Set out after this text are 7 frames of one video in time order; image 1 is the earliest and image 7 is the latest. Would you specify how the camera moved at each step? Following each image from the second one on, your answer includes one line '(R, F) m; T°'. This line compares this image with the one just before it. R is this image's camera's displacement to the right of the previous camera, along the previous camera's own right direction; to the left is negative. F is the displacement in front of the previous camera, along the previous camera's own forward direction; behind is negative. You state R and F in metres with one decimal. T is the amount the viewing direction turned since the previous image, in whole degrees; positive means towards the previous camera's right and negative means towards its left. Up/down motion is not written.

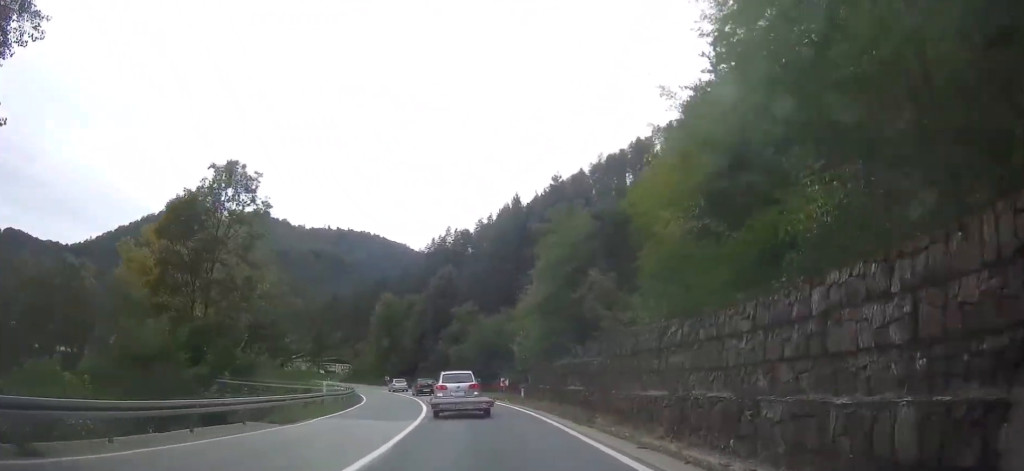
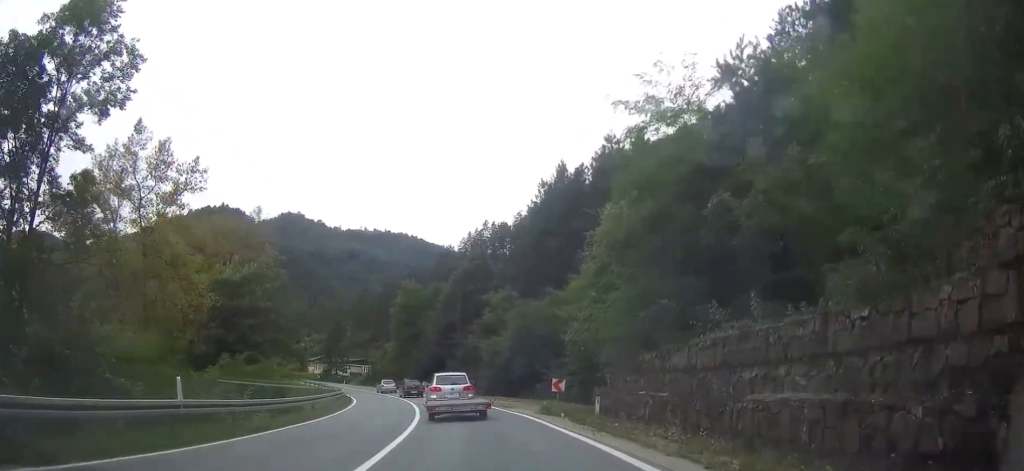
(-0.6, +17.5) m; -4°
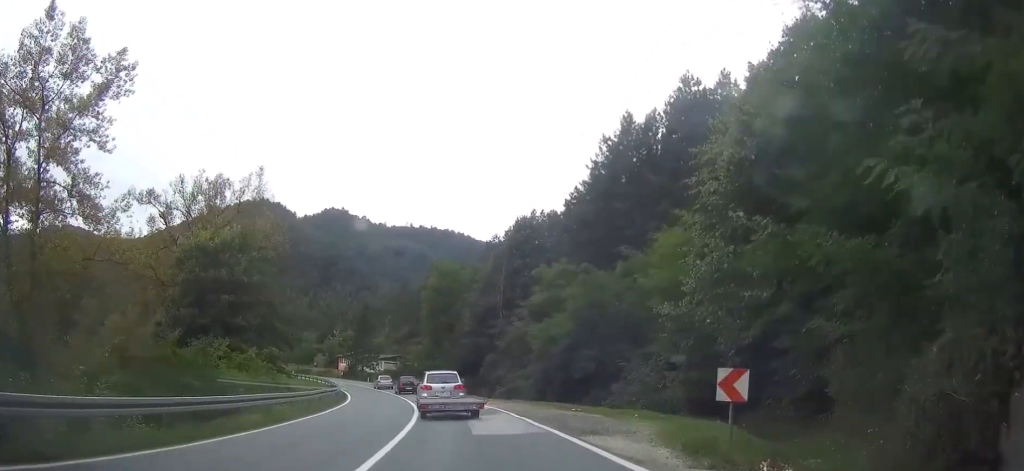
(-0.6, +16.8) m; -2°
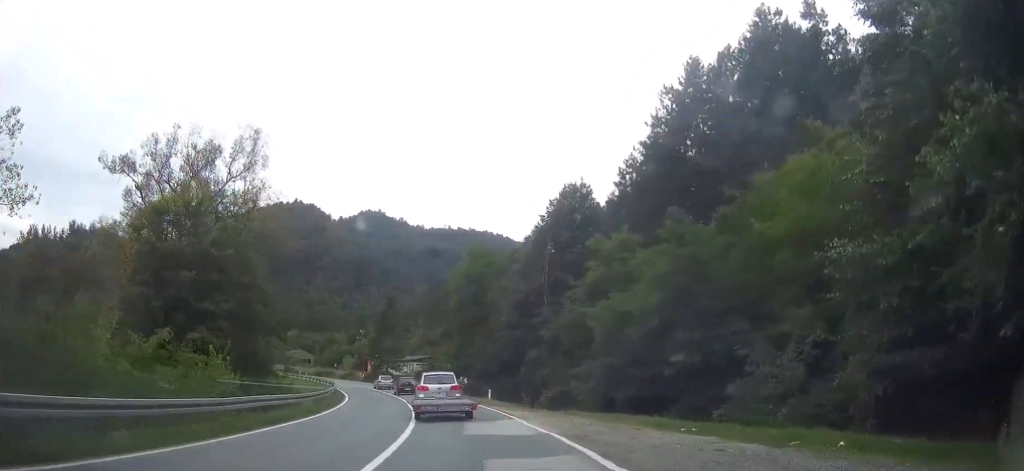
(0.0, +13.6) m; -2°
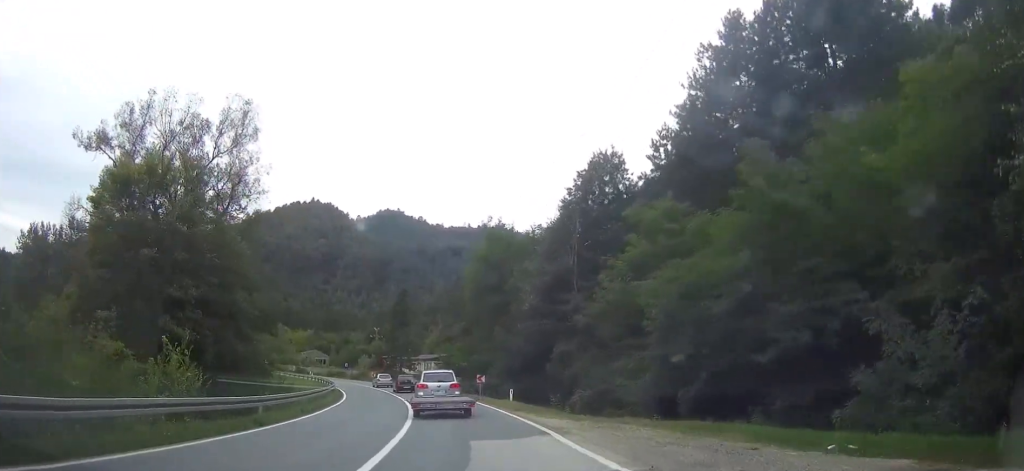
(+0.3, +7.6) m; -3°
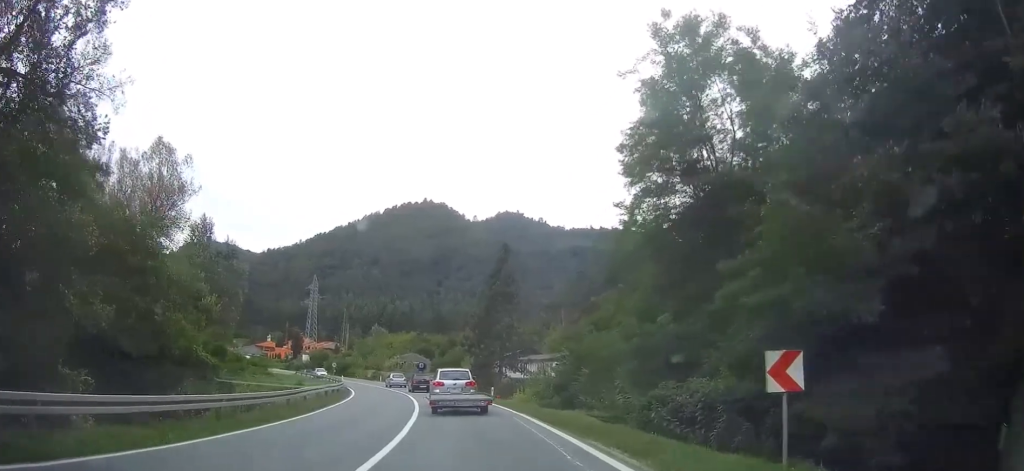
(-3.9, +37.2) m; -8°
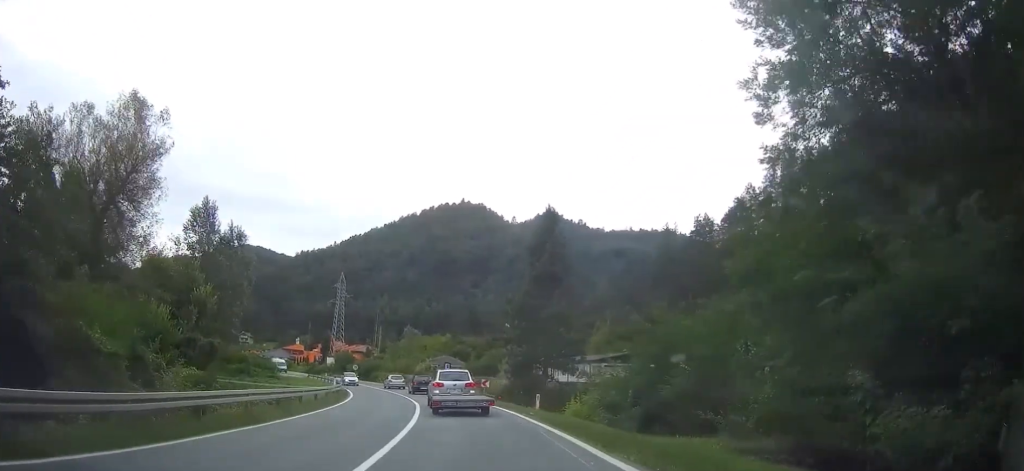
(+0.1, +13.7) m; -4°
